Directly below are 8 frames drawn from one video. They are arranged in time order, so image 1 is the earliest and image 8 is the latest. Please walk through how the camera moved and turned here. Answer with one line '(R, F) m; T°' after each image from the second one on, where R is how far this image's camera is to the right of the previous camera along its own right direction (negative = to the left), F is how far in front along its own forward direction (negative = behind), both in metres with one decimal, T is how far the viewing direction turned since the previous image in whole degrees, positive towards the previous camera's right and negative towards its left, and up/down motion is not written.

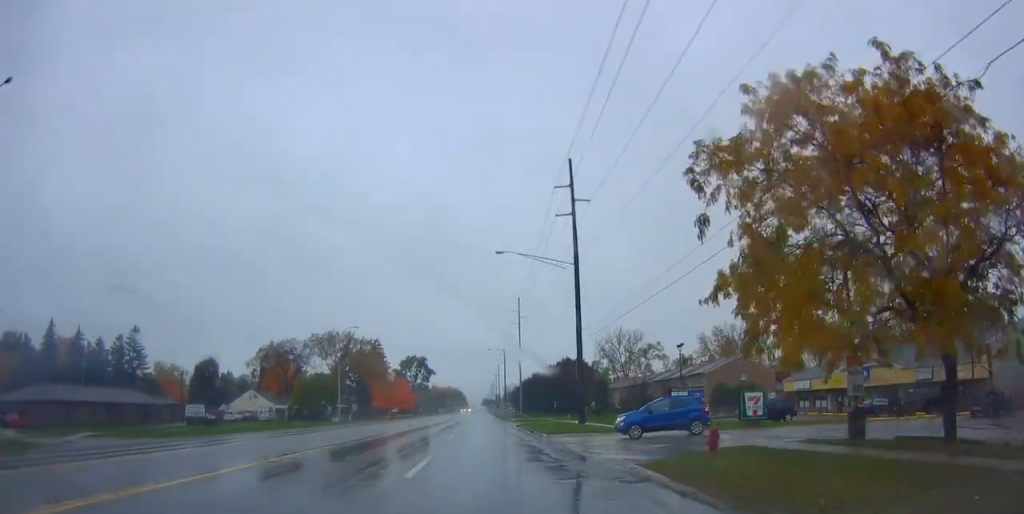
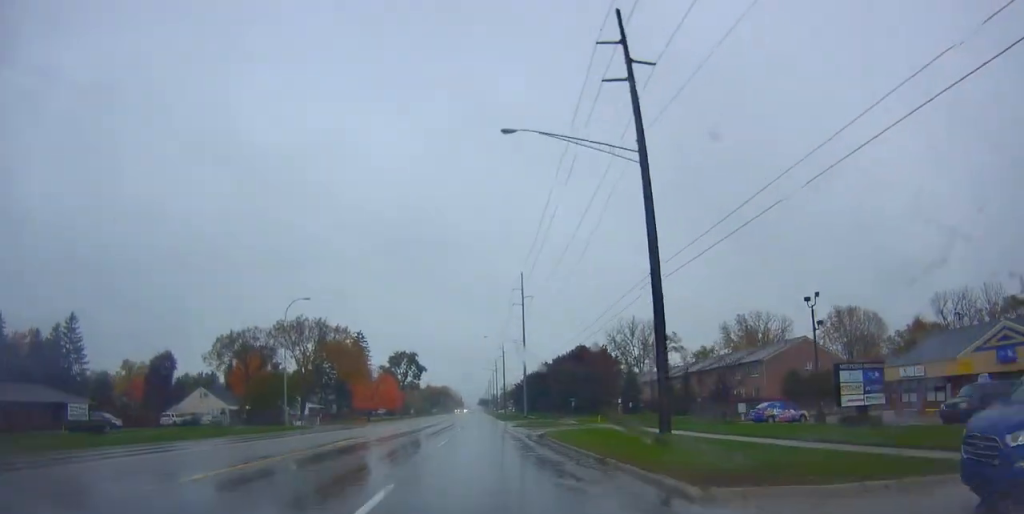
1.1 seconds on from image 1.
(+0.1, +19.5) m; +2°
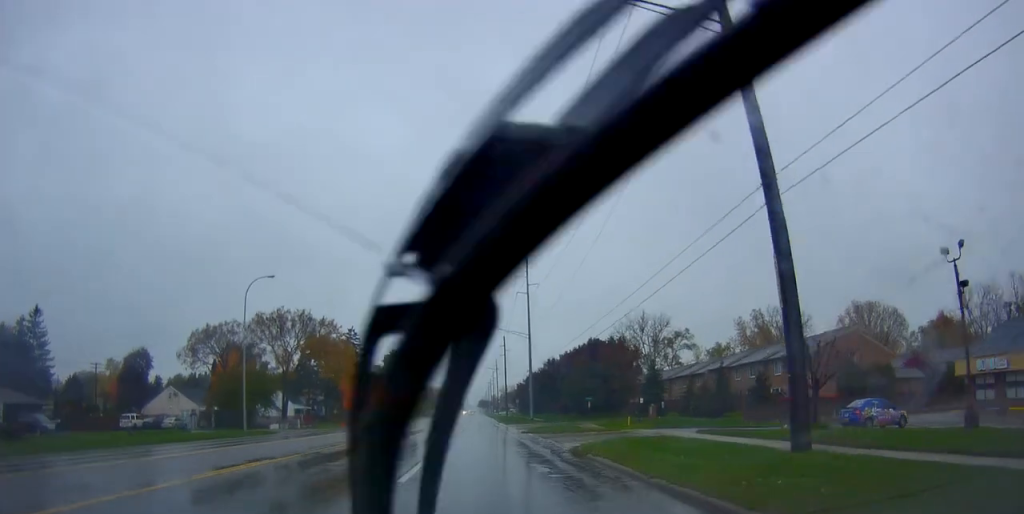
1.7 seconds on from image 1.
(+0.1, +10.1) m; +1°
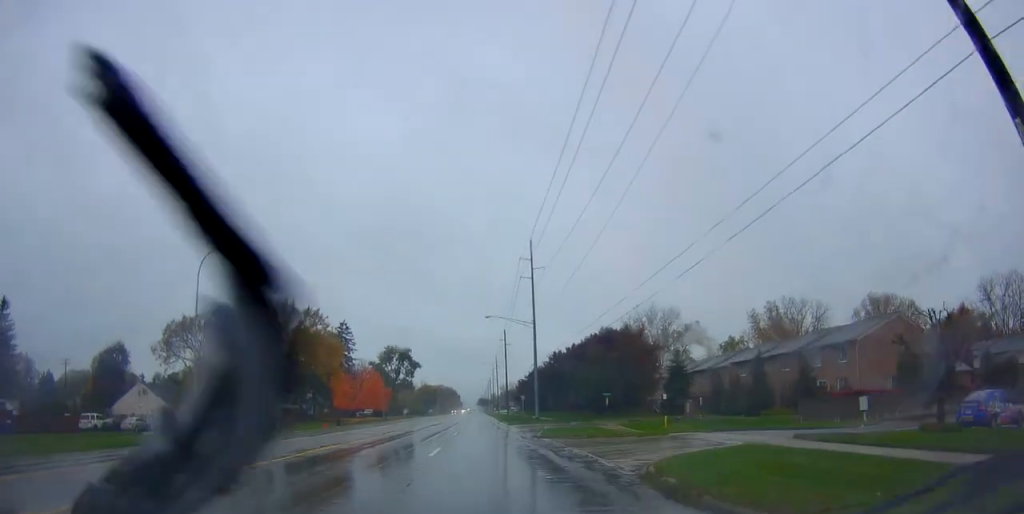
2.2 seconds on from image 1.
(+0.2, +8.5) m; -1°
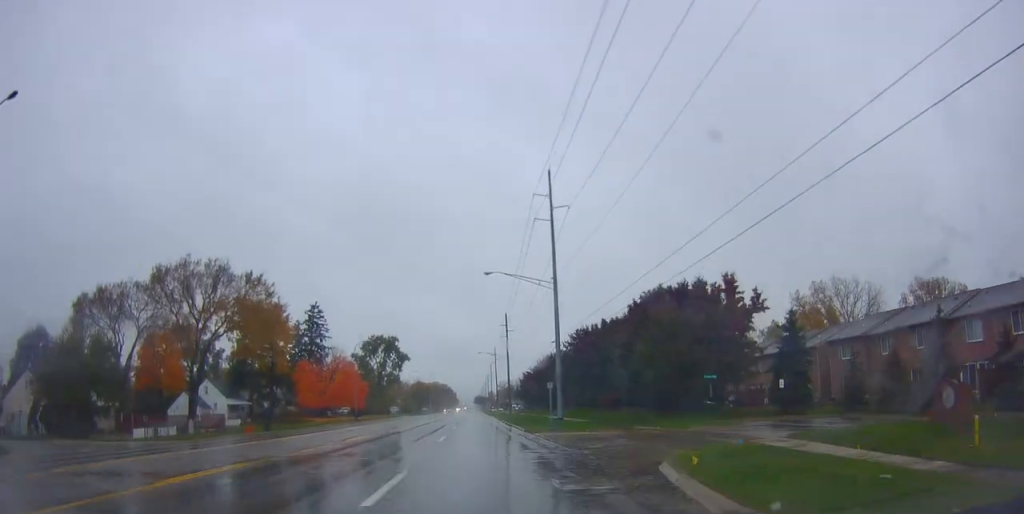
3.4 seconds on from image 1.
(-0.7, +23.3) m; 0°
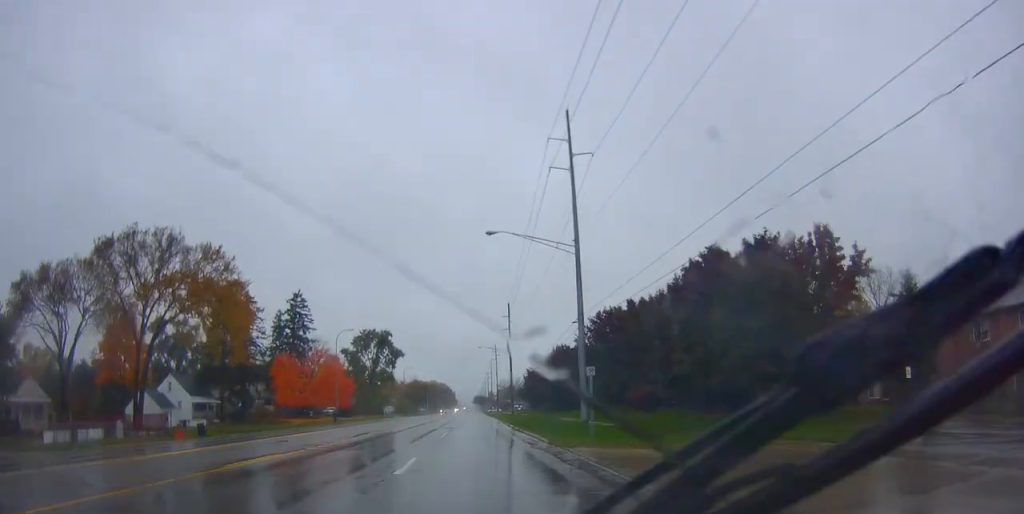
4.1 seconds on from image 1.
(+0.5, +11.8) m; 0°
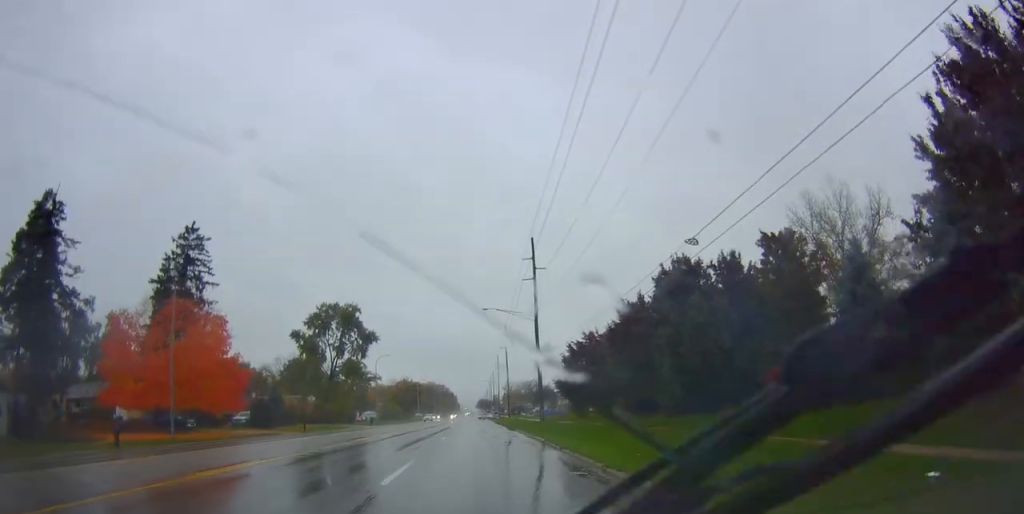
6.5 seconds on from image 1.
(+0.4, +45.8) m; +2°
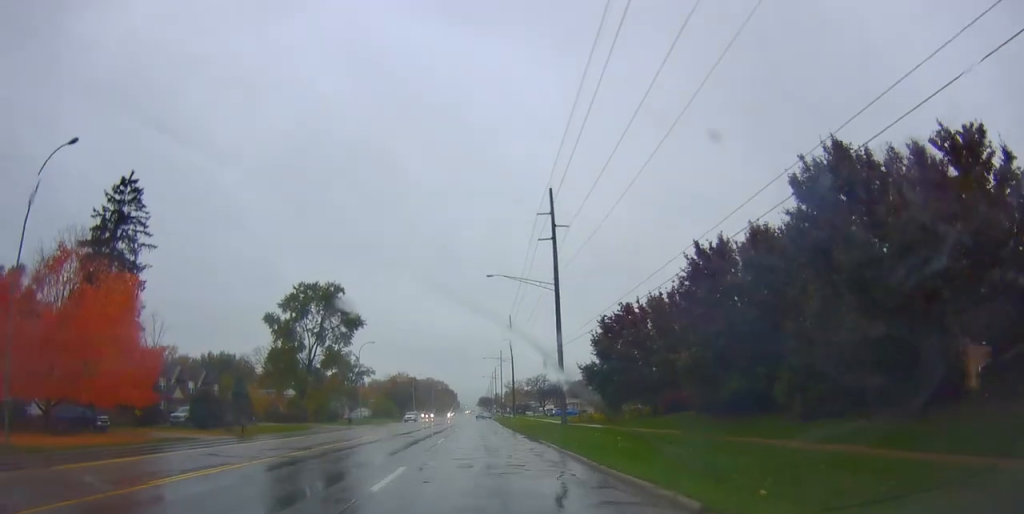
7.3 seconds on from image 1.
(0.0, +15.9) m; -1°
